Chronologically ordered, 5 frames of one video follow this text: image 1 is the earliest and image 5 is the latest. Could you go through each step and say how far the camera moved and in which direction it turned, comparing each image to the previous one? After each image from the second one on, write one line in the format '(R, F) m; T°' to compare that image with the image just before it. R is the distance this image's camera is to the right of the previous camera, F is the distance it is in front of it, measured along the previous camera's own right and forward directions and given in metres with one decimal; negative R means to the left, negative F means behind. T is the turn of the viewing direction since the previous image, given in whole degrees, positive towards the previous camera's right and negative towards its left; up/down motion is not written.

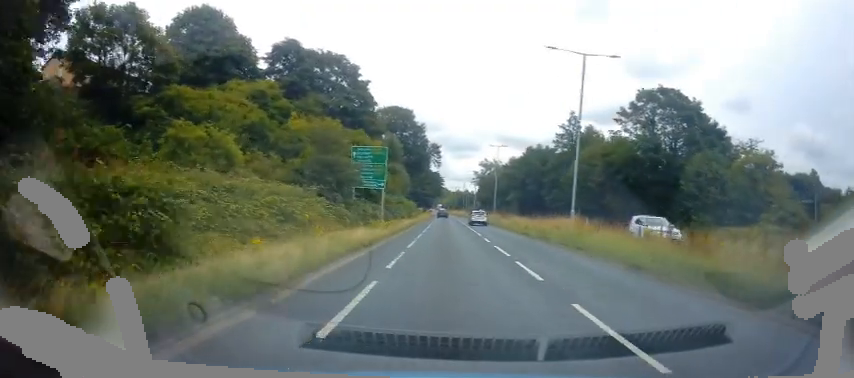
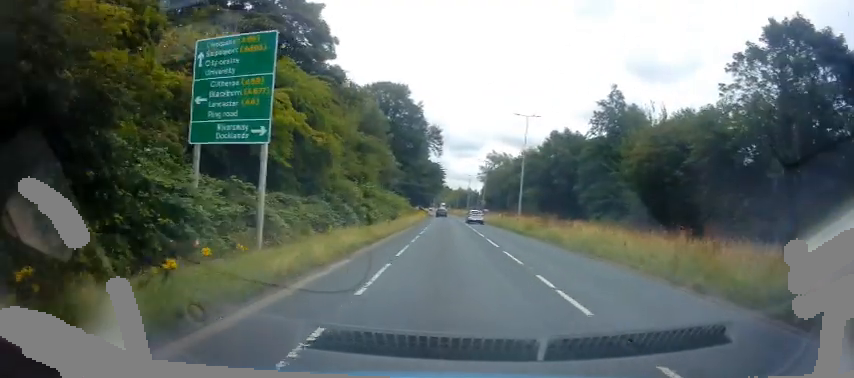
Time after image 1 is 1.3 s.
(+0.2, +20.6) m; +2°
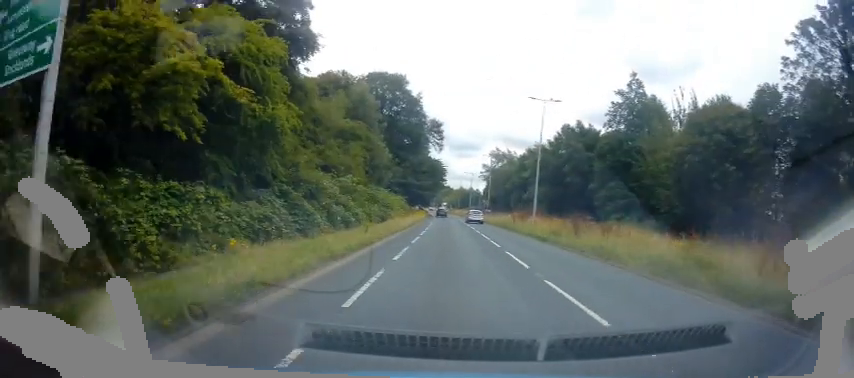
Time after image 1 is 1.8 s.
(+0.2, +6.5) m; 0°
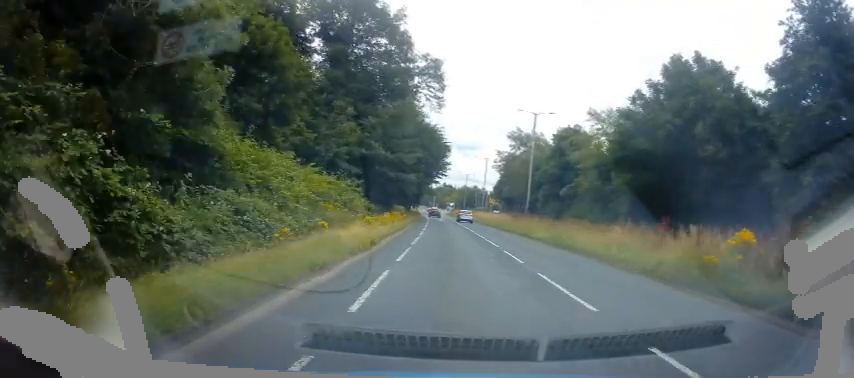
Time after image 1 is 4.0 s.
(+0.2, +34.7) m; 0°
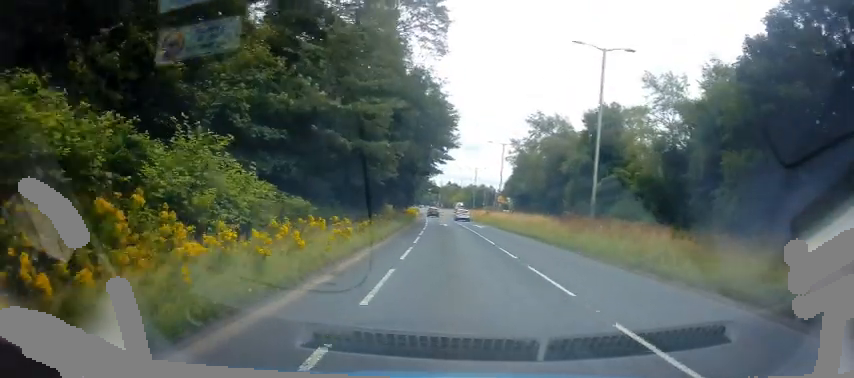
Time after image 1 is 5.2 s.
(-0.6, +16.7) m; -4°
